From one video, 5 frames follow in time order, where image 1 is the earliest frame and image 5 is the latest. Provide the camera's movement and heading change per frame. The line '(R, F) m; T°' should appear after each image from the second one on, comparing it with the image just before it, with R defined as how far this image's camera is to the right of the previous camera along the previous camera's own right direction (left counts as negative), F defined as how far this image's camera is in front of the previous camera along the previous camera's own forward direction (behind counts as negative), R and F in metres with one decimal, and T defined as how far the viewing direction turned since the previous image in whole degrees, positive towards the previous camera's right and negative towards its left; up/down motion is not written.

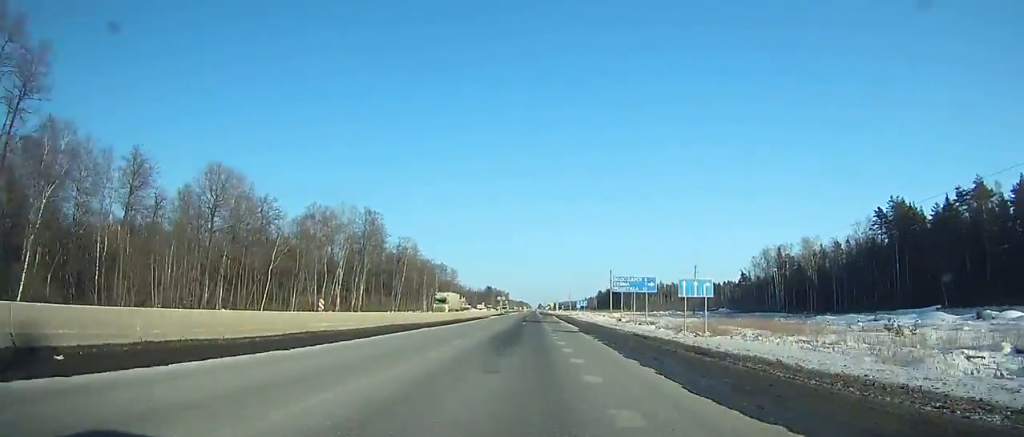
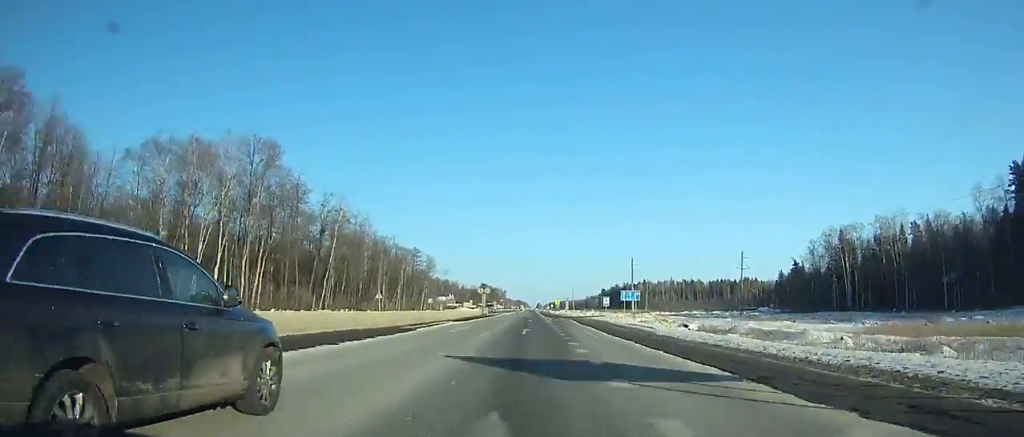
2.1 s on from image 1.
(-0.1, +54.4) m; 0°
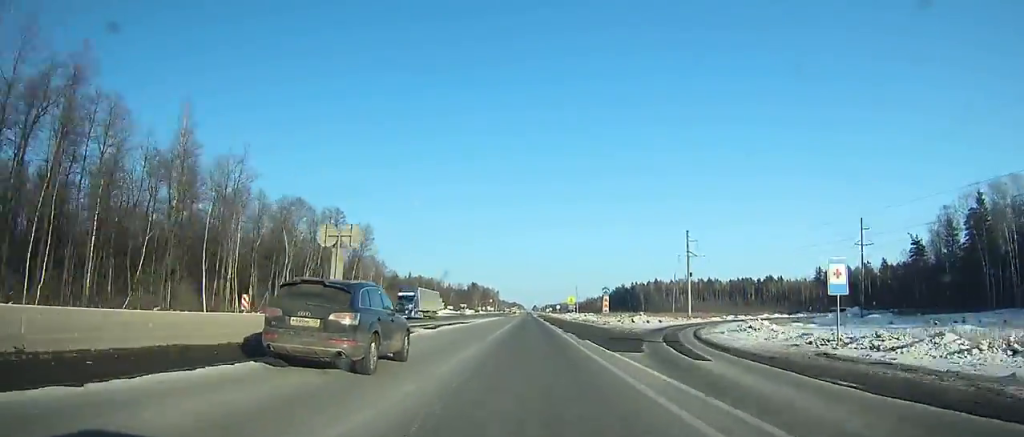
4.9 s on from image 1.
(+0.1, +71.5) m; 0°
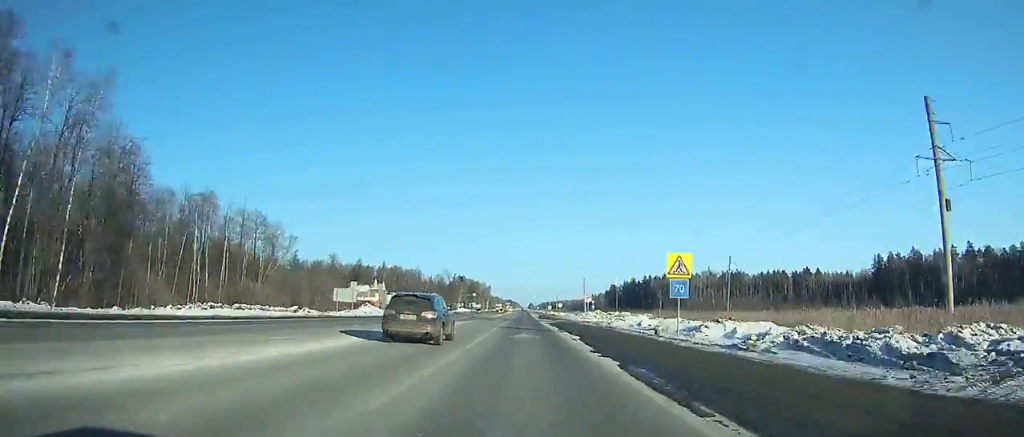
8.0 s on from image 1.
(+0.2, +78.3) m; 0°
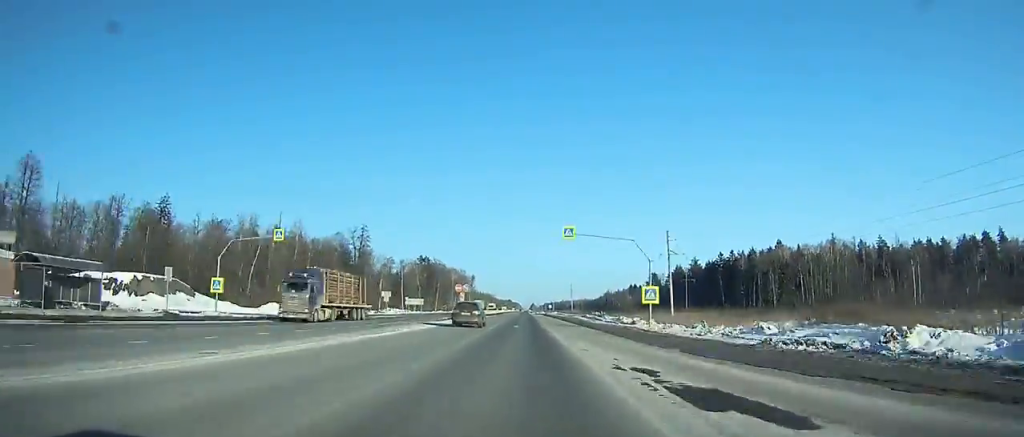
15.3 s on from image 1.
(+0.2, +181.8) m; 0°
